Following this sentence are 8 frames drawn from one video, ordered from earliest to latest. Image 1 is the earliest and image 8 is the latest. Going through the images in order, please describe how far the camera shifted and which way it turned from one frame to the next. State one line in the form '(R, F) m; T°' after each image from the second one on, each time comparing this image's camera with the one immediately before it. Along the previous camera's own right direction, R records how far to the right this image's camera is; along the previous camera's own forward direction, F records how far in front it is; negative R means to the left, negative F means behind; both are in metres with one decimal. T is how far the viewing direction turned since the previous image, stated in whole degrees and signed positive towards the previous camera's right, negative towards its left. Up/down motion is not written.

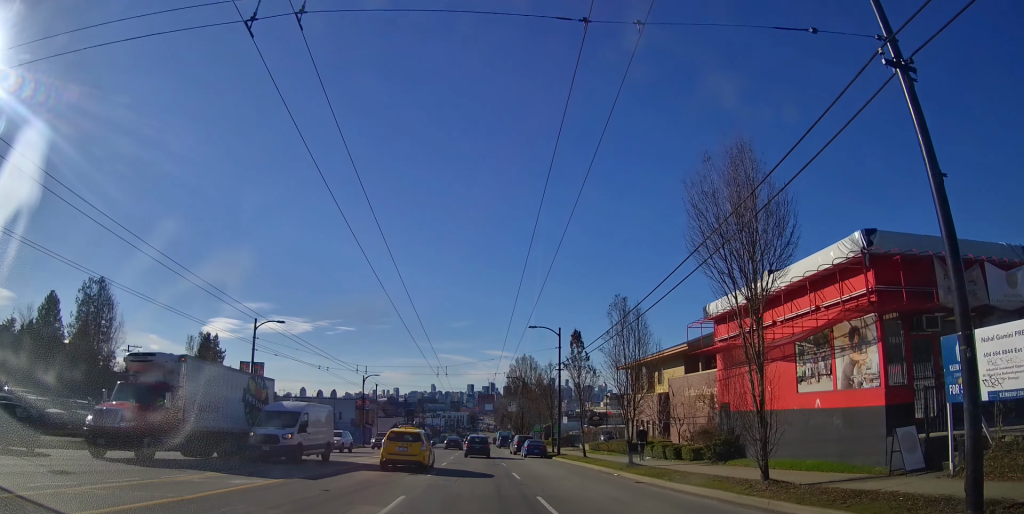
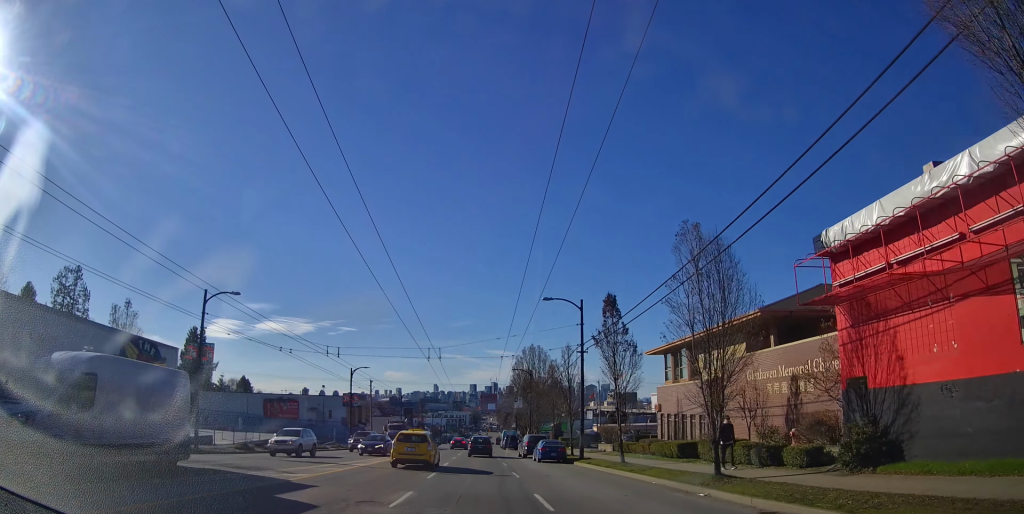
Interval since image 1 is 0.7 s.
(0.0, +8.5) m; 0°
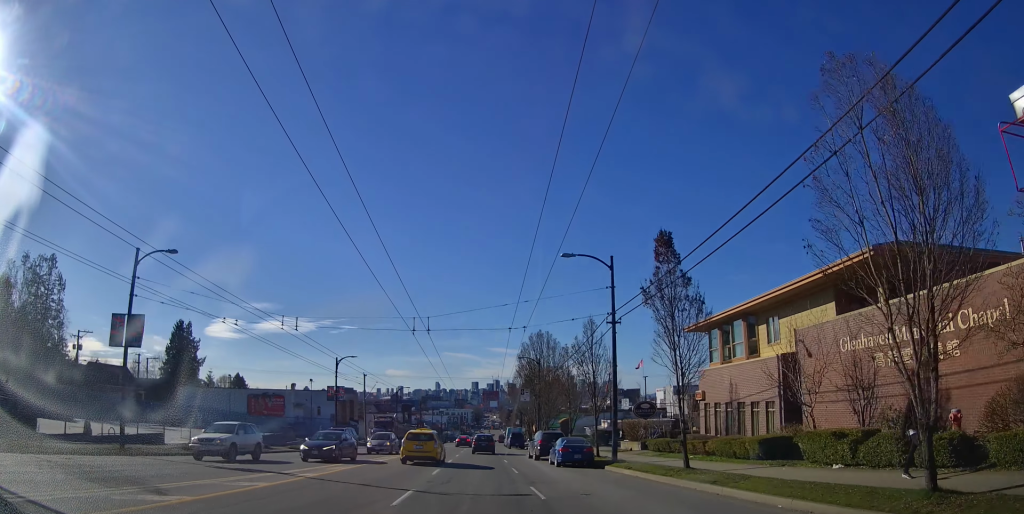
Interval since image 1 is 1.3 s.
(0.0, +7.6) m; 0°
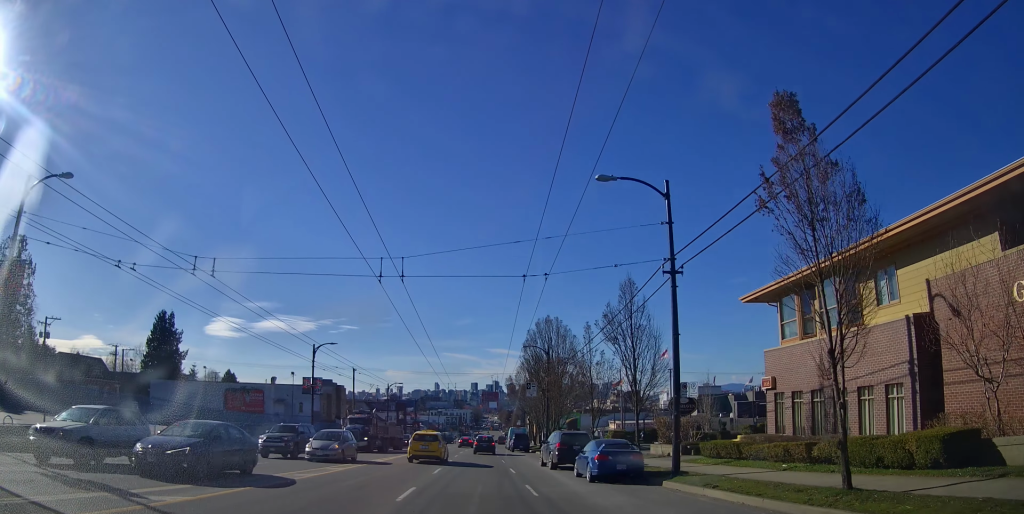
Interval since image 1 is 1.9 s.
(0.0, +8.0) m; 0°
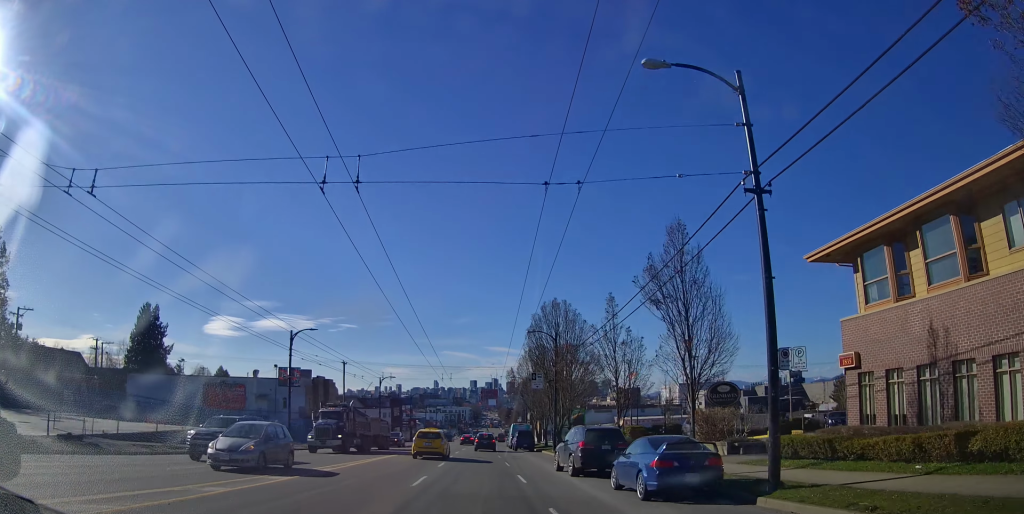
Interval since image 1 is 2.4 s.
(0.0, +5.9) m; 0°
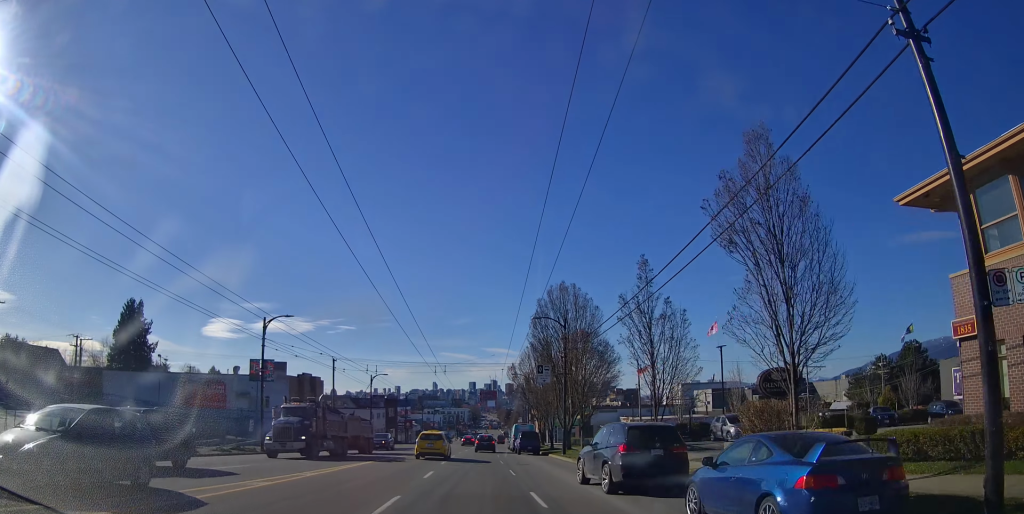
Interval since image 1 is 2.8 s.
(0.0, +5.5) m; 0°
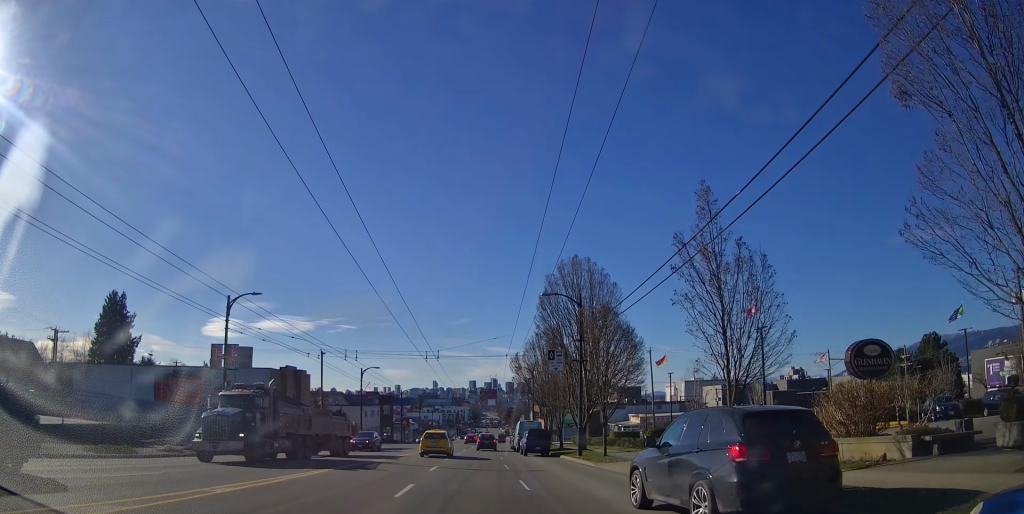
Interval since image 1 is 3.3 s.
(0.0, +5.9) m; 0°
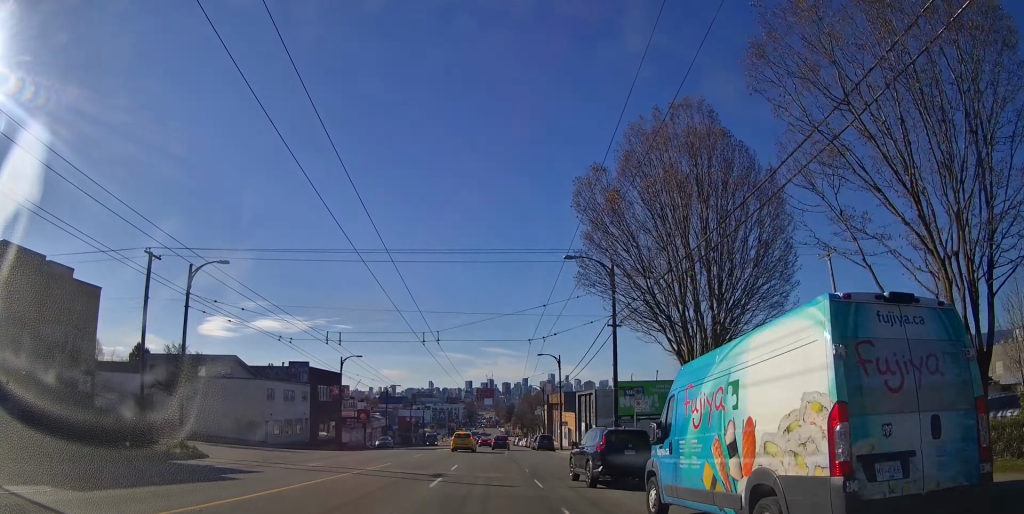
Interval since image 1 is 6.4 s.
(0.0, +40.7) m; 0°
